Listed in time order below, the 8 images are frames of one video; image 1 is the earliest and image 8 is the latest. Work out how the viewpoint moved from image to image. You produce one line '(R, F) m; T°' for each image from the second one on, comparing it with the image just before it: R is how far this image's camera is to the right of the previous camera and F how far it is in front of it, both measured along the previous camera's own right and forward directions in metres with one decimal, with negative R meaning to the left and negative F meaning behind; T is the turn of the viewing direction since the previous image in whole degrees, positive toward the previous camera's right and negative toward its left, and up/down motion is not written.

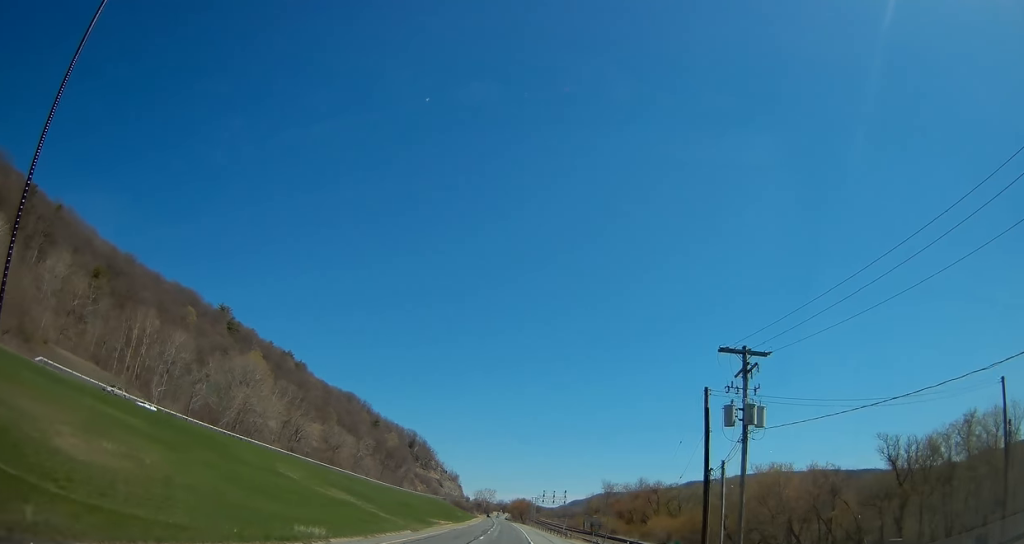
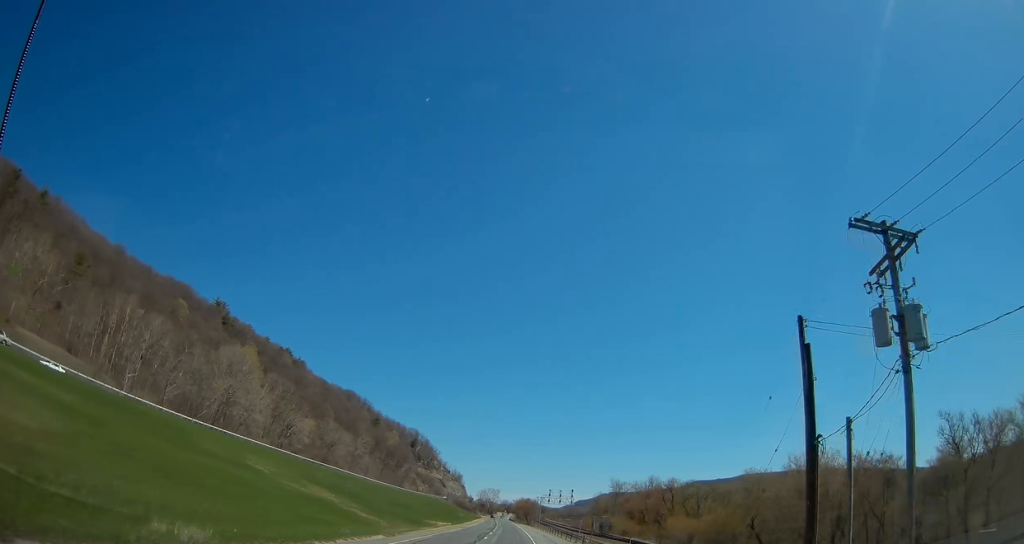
(-0.2, +10.7) m; 0°
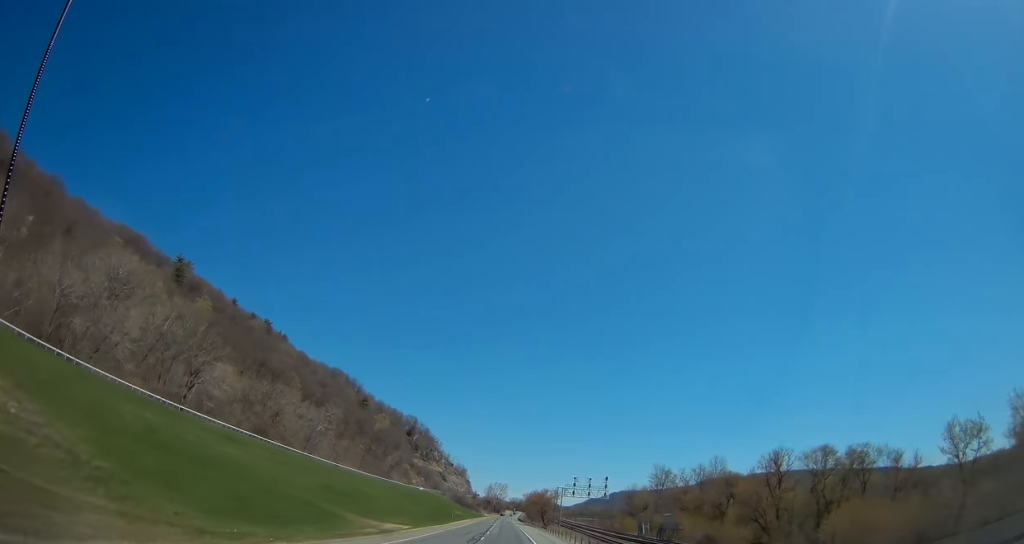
(-0.1, +53.0) m; -1°
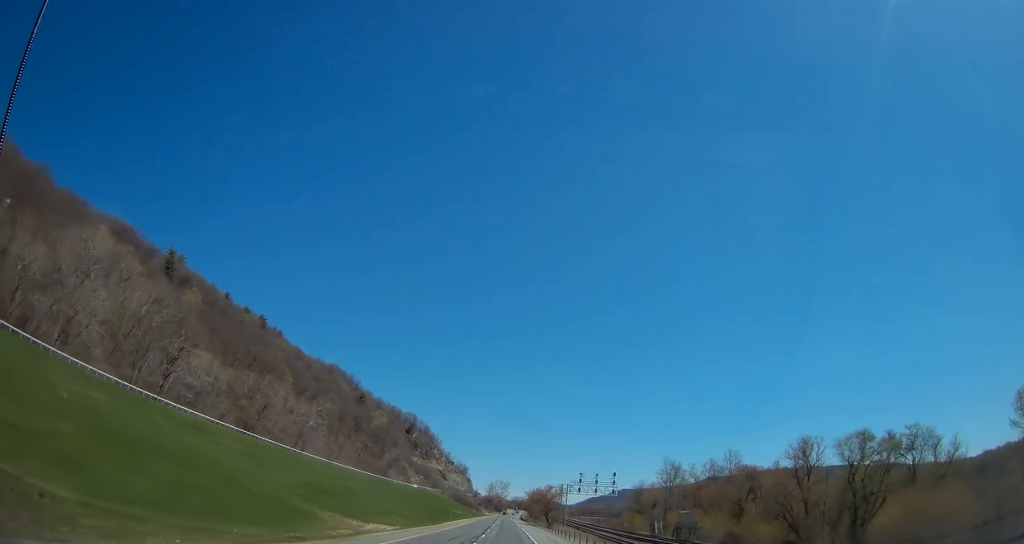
(-0.1, +9.0) m; 0°
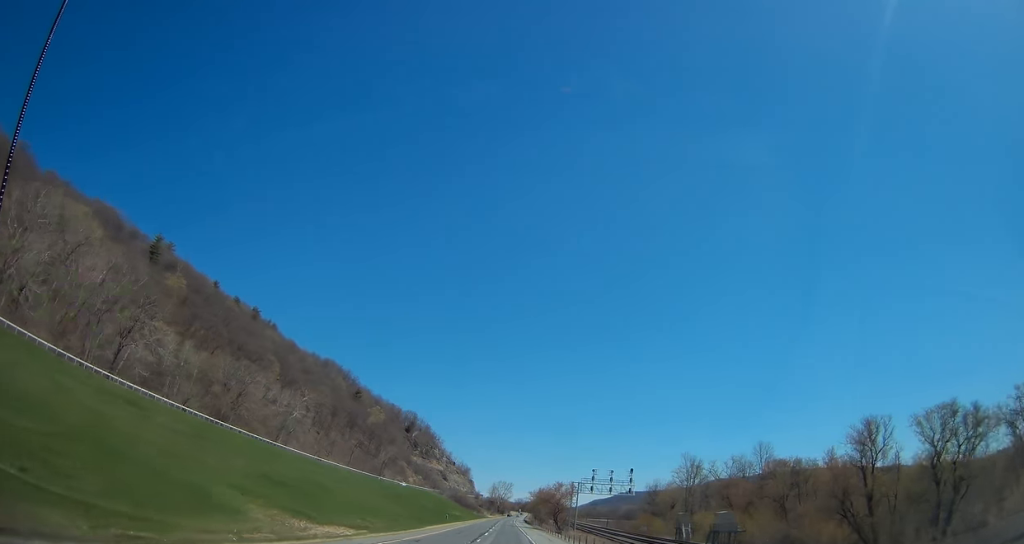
(-0.1, +16.1) m; 0°
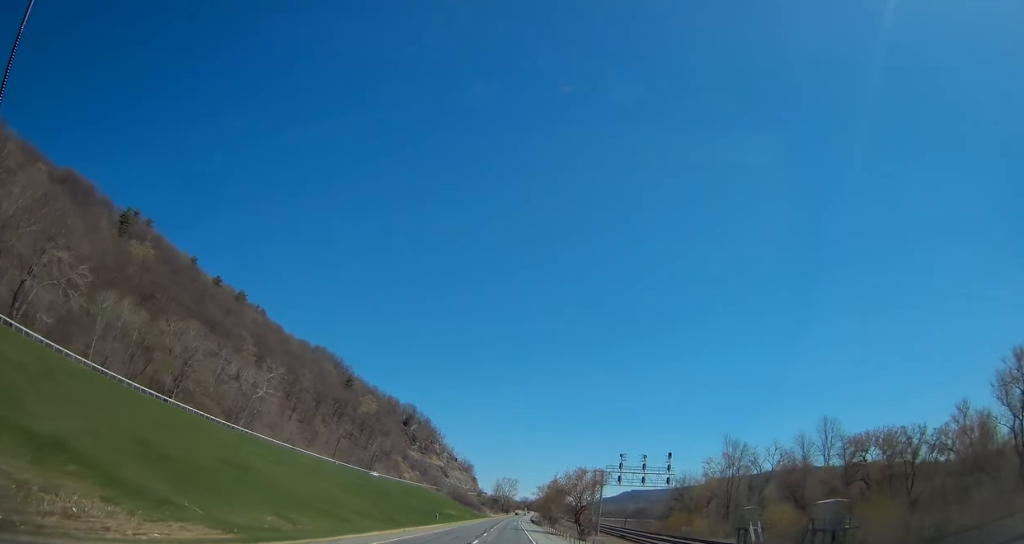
(+0.1, +27.1) m; 0°
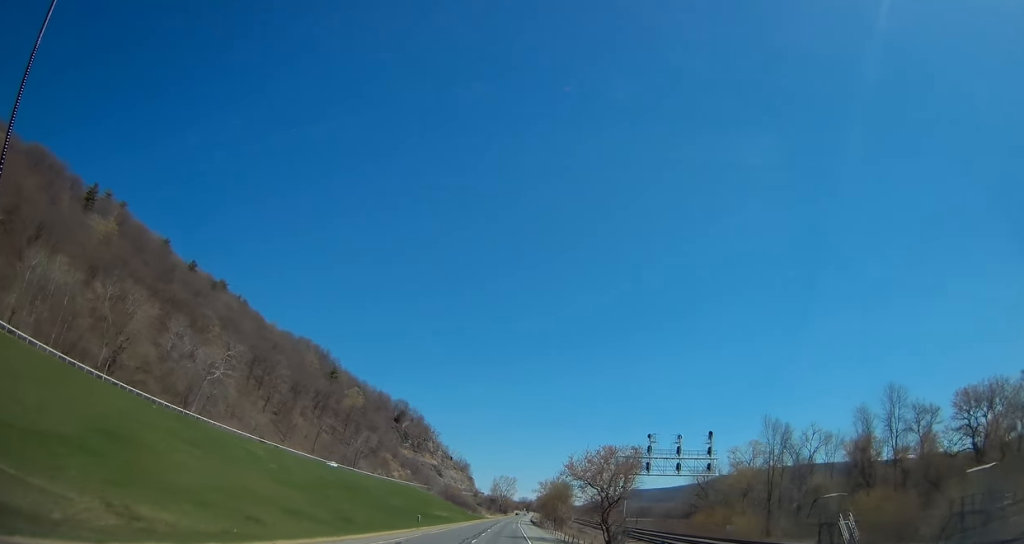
(-0.2, +22.0) m; 0°
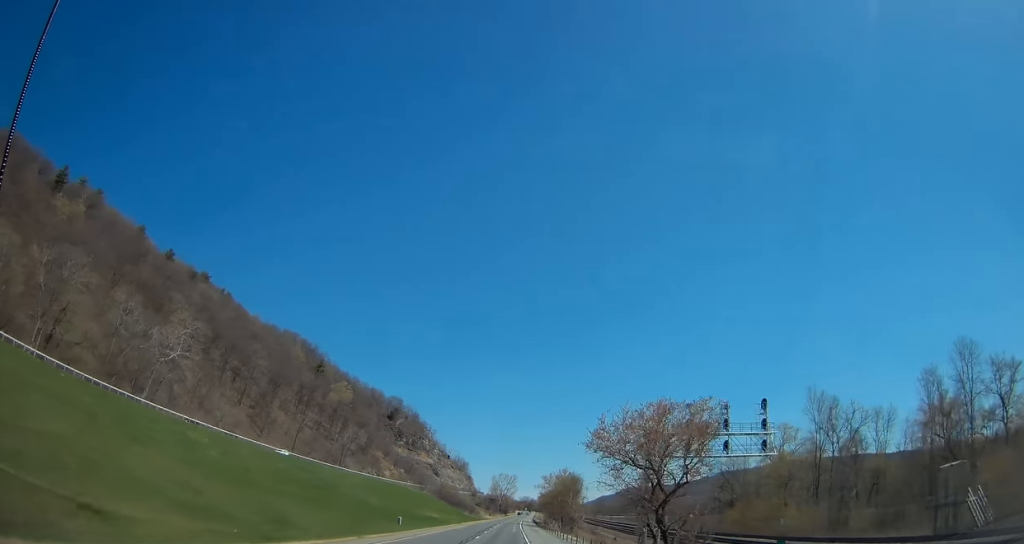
(0.0, +18.1) m; 0°
